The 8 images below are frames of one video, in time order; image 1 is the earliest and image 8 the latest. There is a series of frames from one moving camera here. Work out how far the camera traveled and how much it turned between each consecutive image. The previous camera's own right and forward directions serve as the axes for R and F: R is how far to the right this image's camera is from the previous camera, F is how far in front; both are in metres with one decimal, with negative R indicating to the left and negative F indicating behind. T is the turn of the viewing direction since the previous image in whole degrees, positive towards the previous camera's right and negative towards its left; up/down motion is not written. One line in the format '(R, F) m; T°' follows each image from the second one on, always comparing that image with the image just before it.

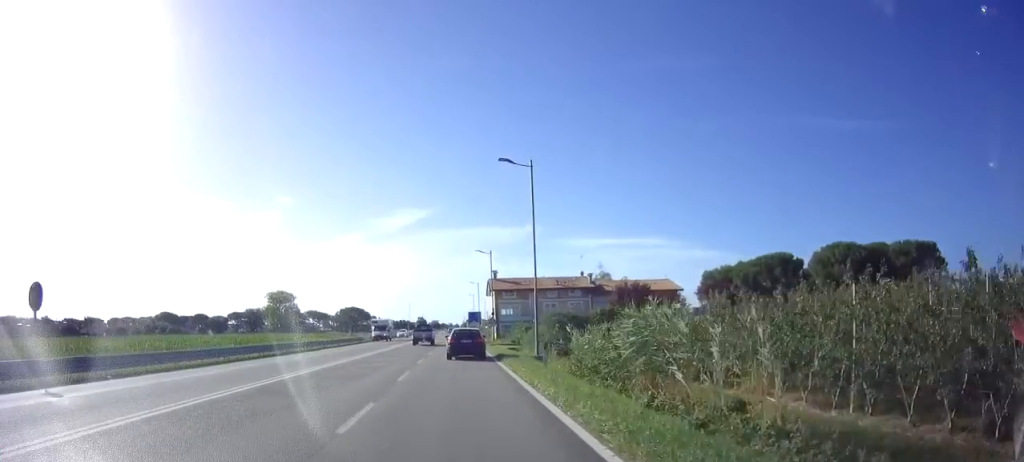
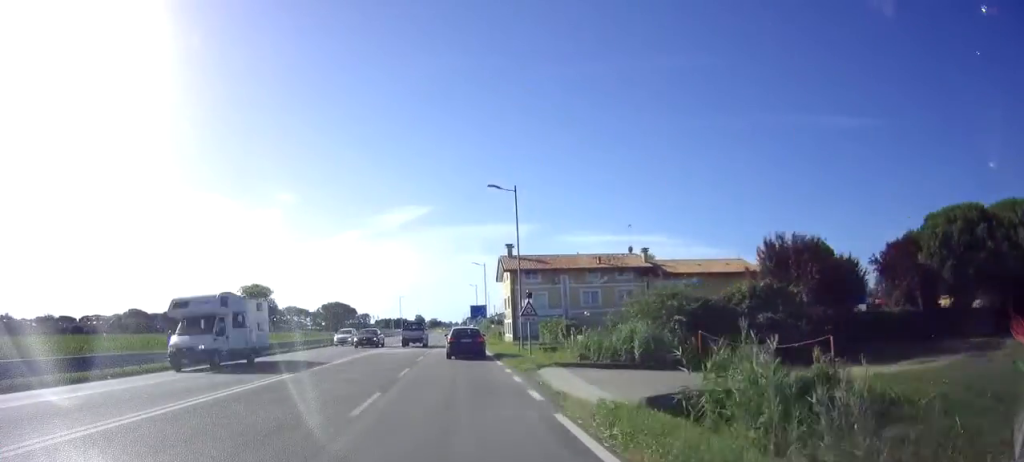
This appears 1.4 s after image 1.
(+0.4, +27.2) m; +1°
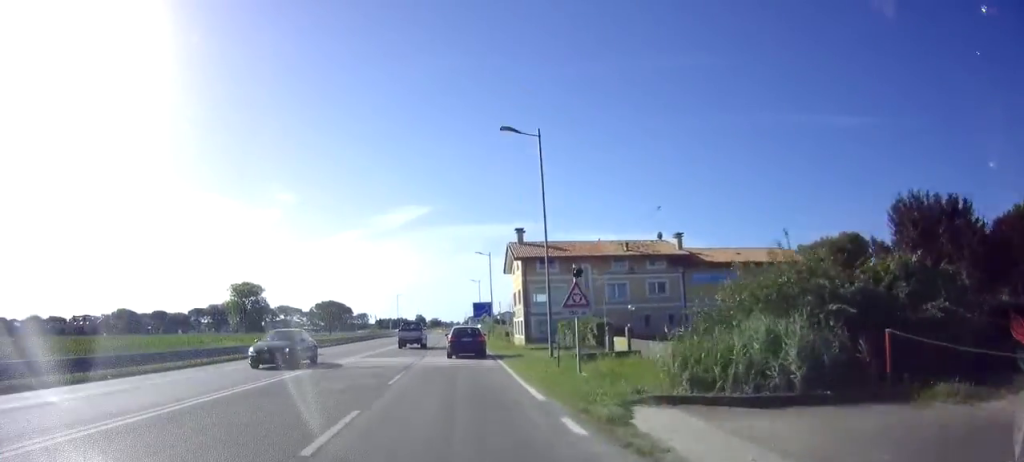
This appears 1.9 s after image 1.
(0.0, +9.7) m; 0°
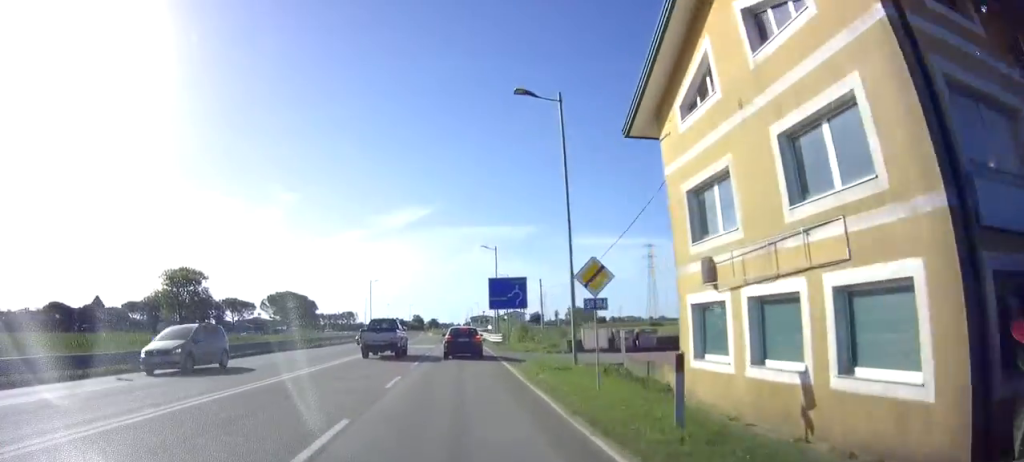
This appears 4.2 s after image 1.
(-0.4, +43.0) m; 0°
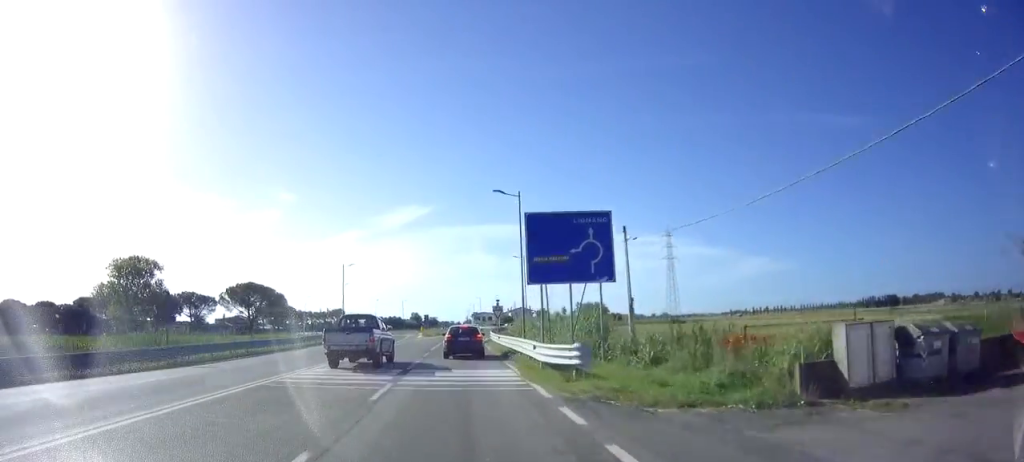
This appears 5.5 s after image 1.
(+0.3, +24.0) m; +1°
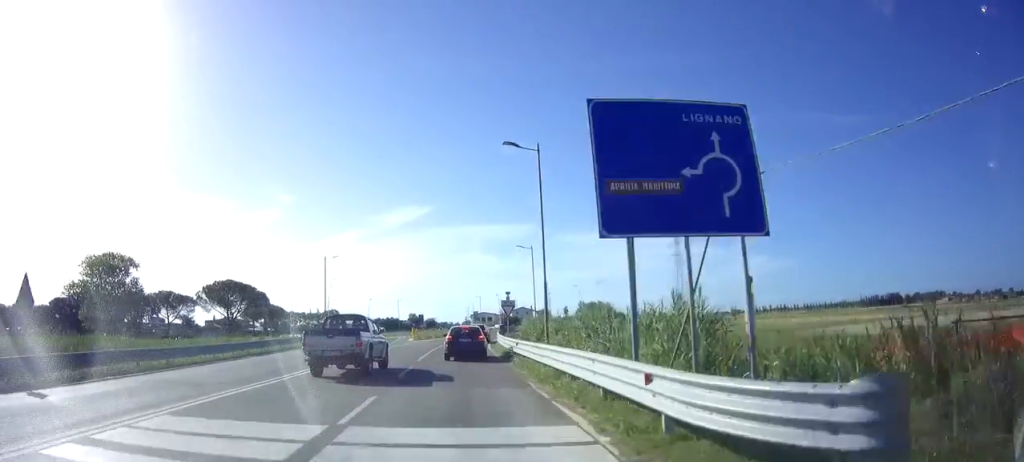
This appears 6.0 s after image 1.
(0.0, +9.6) m; 0°
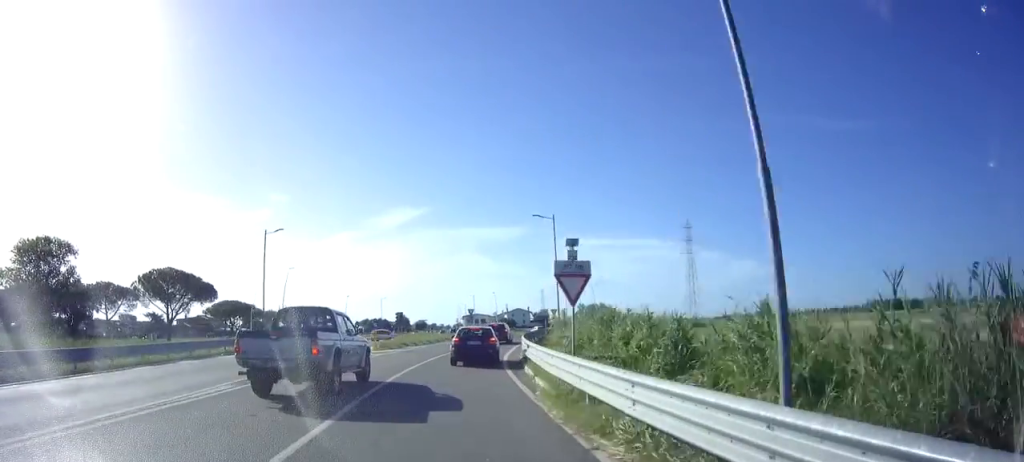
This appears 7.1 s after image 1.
(-0.1, +18.8) m; 0°
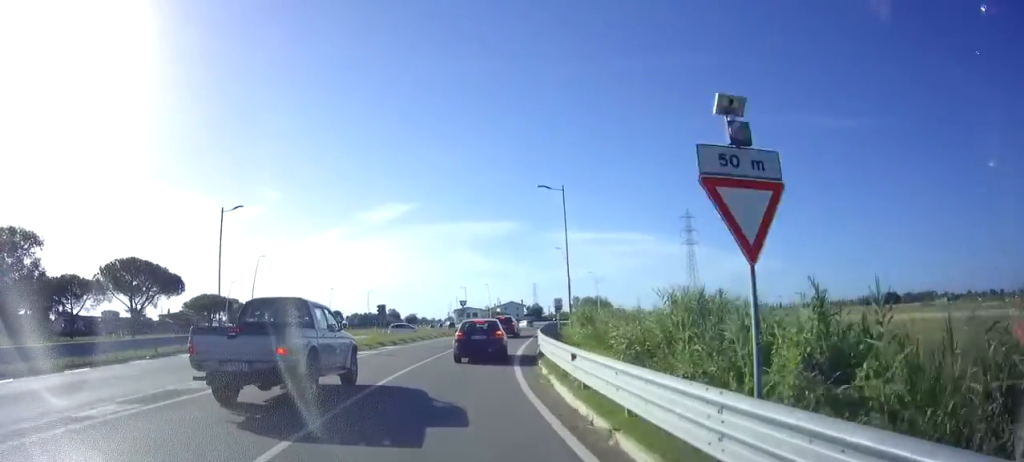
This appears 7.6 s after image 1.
(0.0, +7.6) m; 0°
